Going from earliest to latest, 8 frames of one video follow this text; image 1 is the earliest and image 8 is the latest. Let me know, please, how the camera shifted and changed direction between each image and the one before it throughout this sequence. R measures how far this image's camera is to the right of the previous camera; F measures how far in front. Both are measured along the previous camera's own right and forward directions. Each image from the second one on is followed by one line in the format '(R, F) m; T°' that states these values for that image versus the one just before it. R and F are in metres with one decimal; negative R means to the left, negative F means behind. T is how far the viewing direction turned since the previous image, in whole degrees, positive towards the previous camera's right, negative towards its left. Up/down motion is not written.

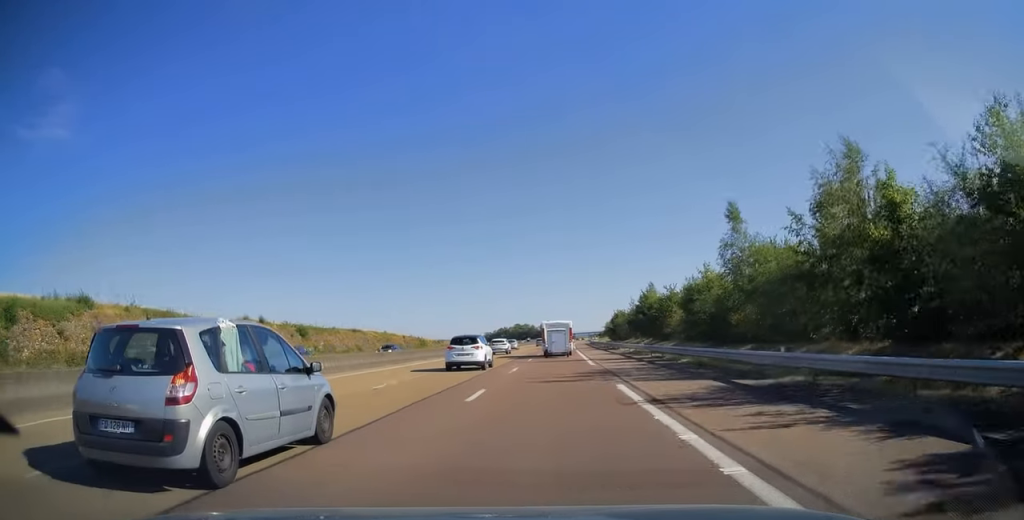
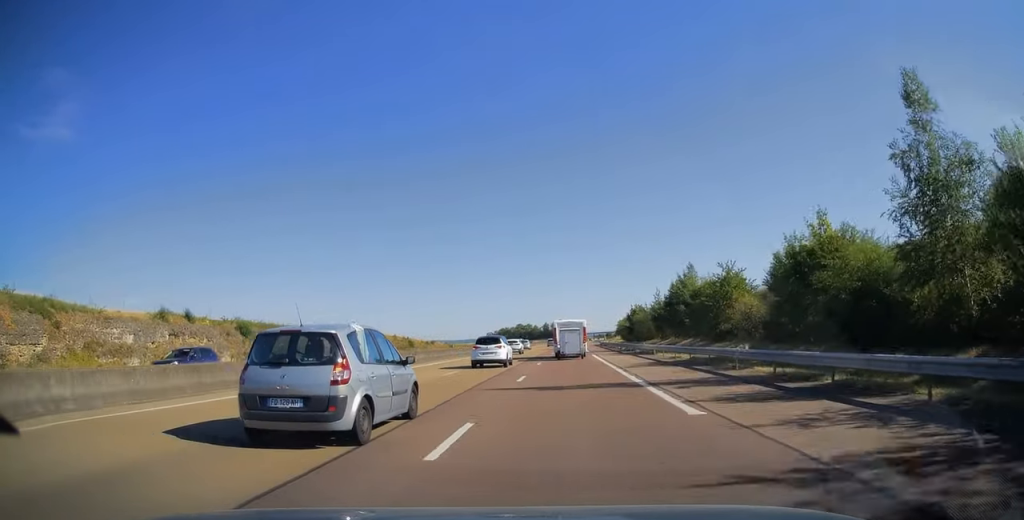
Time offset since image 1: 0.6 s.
(0.0, +19.5) m; 0°
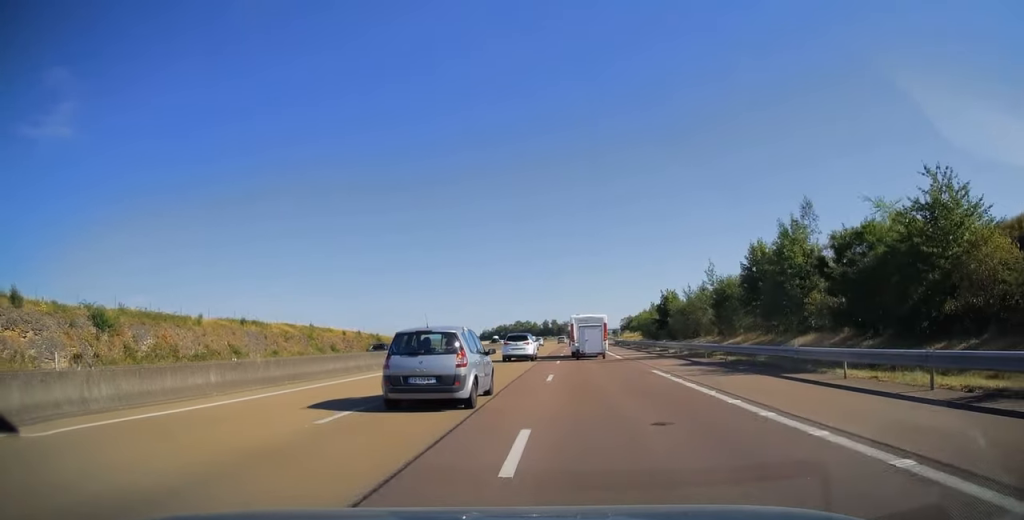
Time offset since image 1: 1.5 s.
(-0.1, +26.8) m; 0°
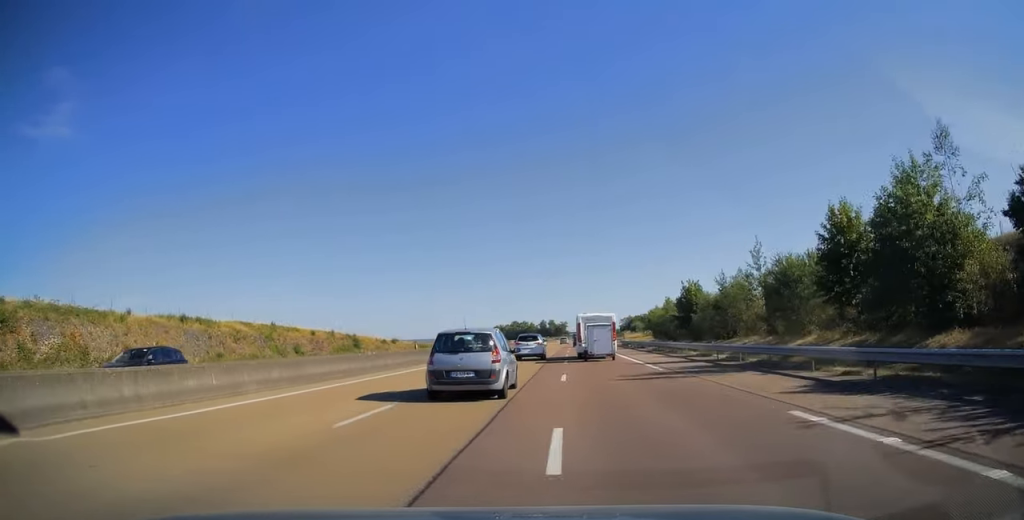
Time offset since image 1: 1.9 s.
(0.0, +12.9) m; 0°
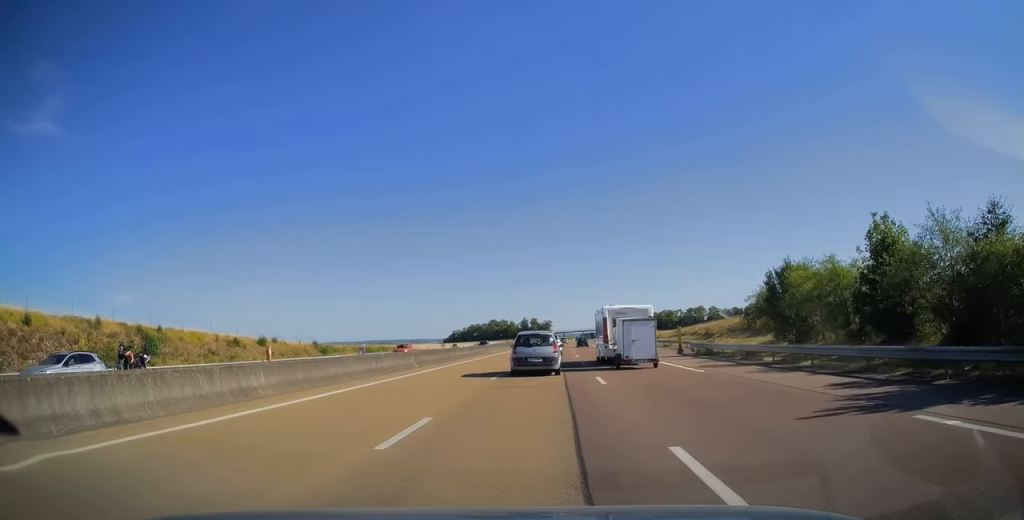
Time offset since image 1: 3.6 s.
(+0.6, +53.8) m; +2°
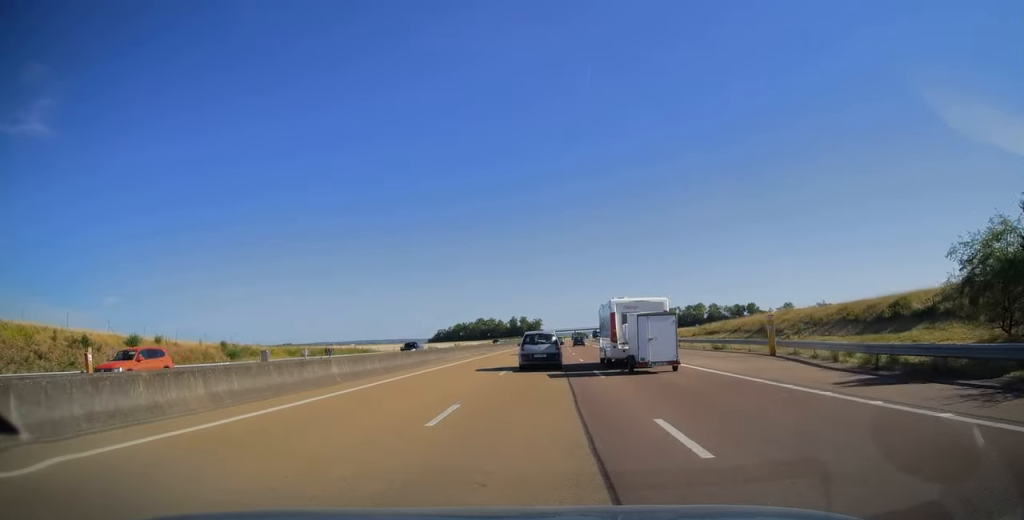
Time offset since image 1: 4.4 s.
(+0.1, +23.9) m; +1°
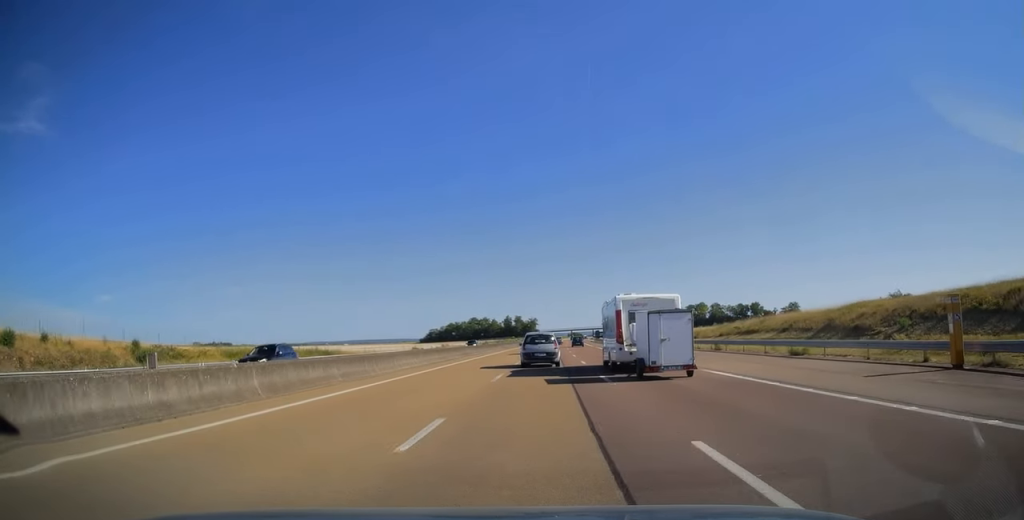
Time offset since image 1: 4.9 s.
(+0.2, +15.0) m; 0°
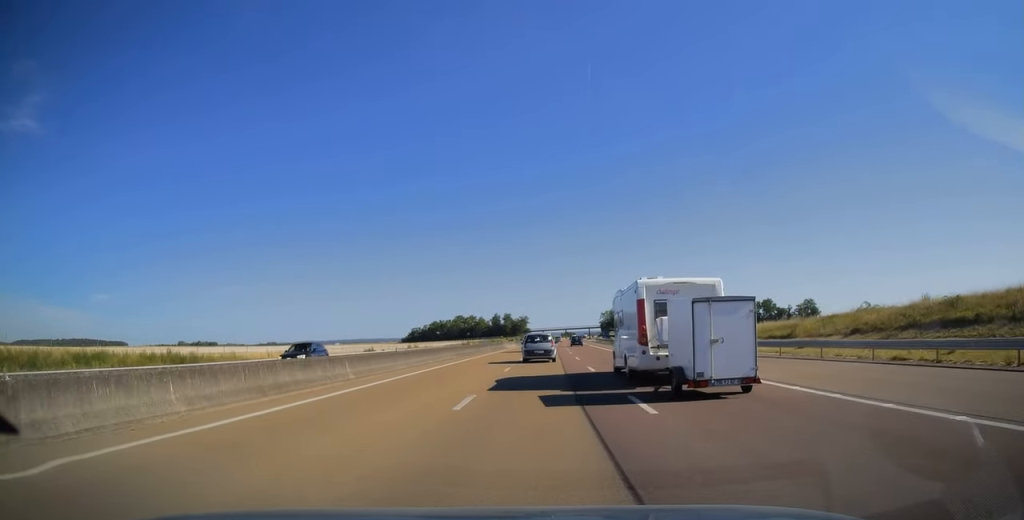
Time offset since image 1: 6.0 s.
(+0.3, +33.1) m; +1°
